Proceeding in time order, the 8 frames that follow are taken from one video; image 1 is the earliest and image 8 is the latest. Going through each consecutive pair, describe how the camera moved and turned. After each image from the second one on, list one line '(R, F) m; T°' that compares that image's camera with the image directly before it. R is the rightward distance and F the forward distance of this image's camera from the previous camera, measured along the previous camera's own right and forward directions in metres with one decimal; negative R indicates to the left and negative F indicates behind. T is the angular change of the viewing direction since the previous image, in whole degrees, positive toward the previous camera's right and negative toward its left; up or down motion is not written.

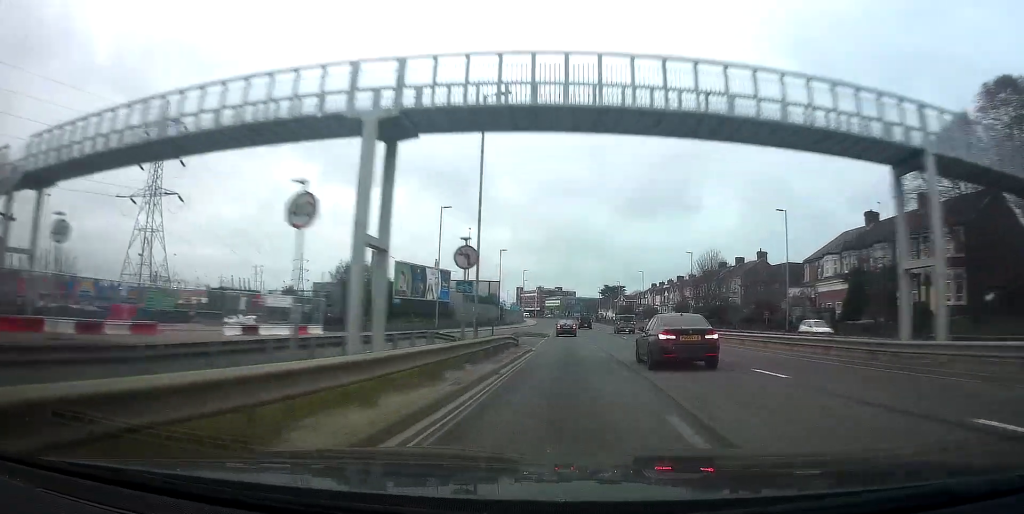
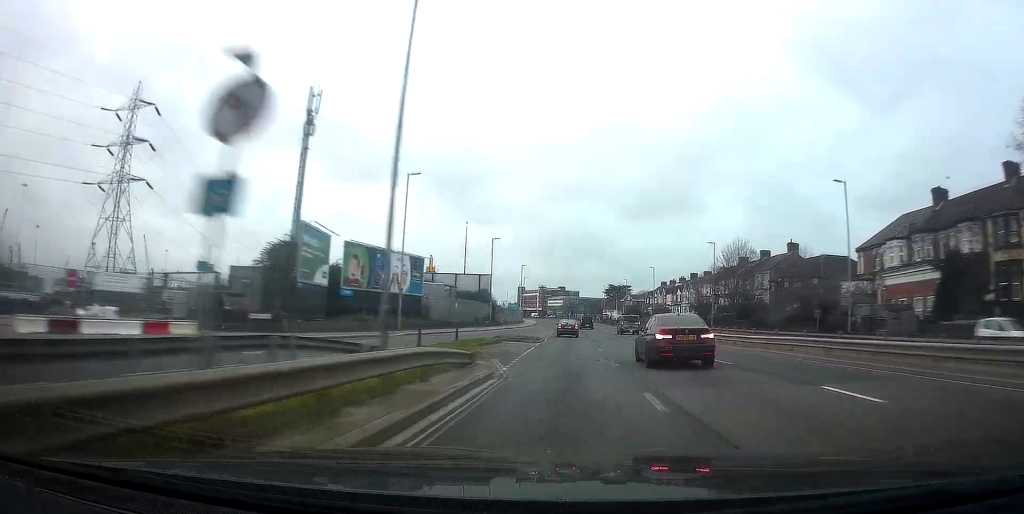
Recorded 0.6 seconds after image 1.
(-0.2, +12.9) m; 0°
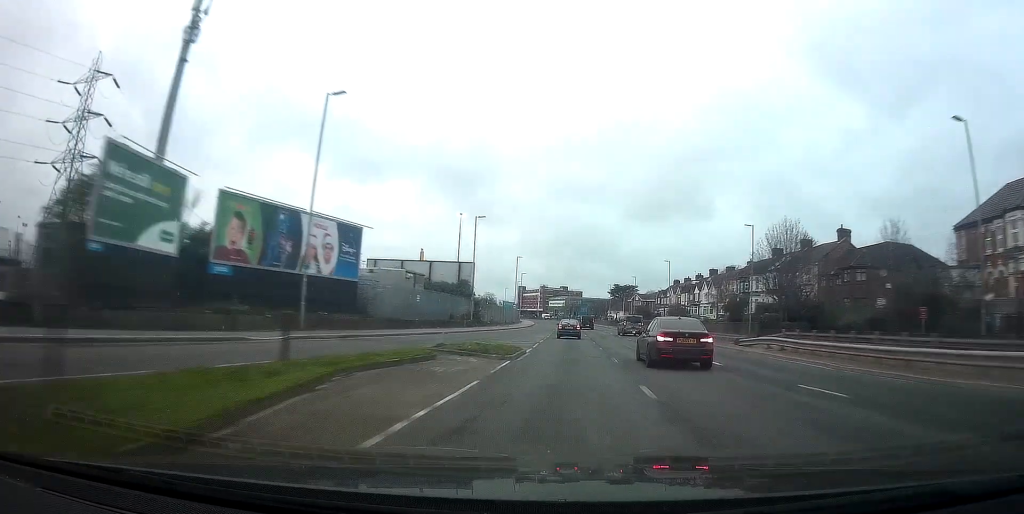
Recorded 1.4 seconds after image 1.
(0.0, +16.4) m; 0°
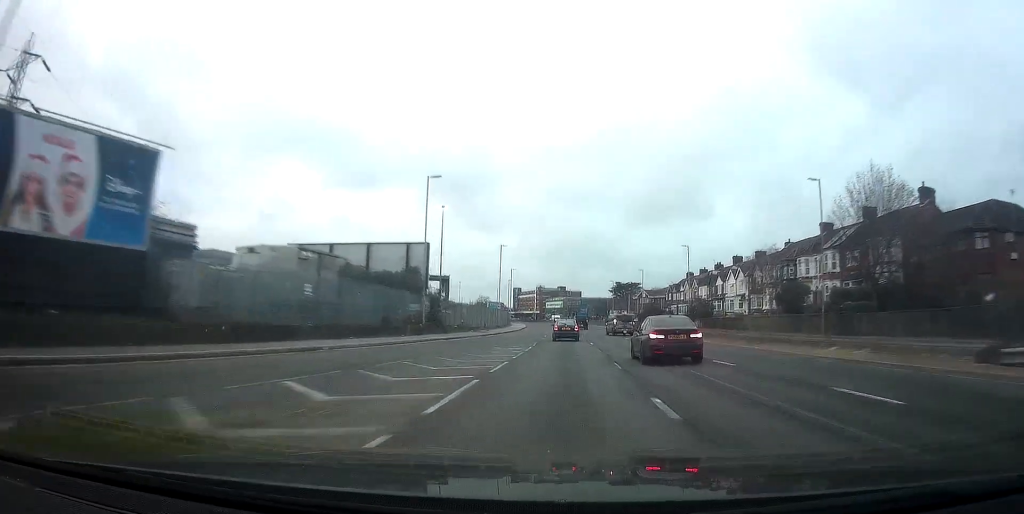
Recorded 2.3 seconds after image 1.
(0.0, +19.5) m; 0°
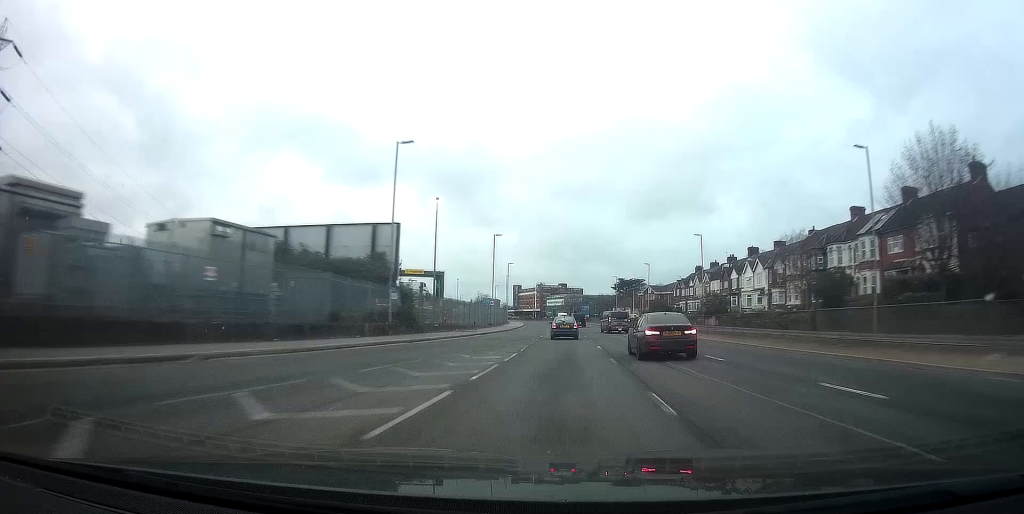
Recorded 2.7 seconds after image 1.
(0.0, +8.3) m; 0°
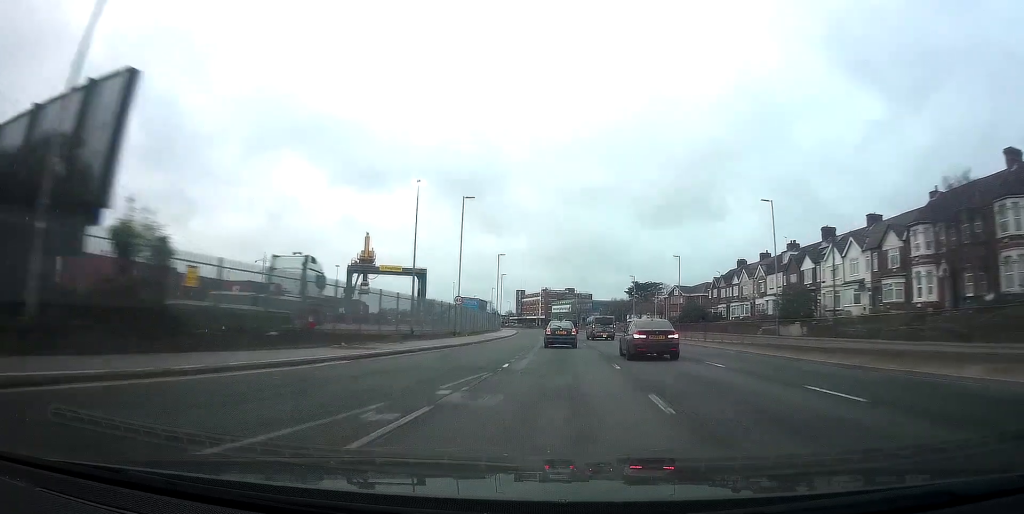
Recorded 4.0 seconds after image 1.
(-0.3, +26.0) m; -1°
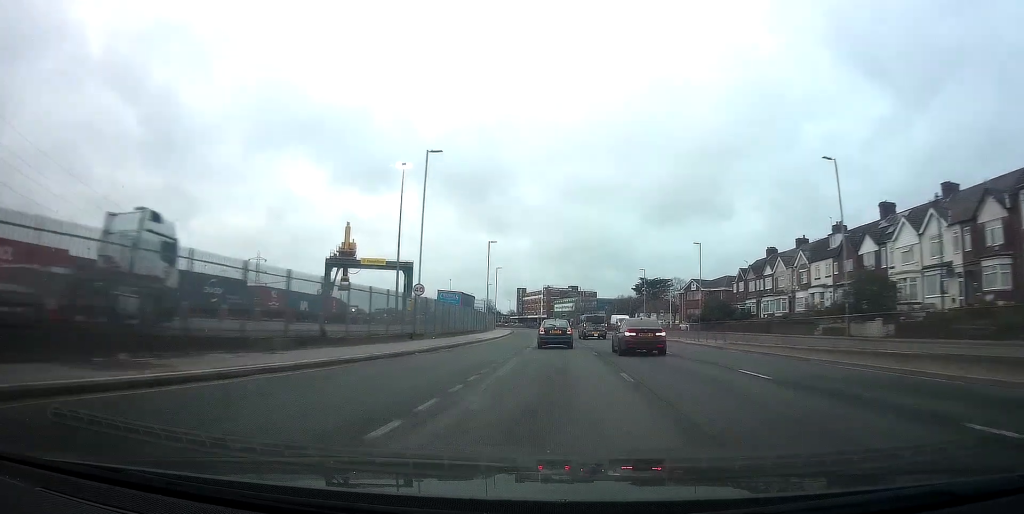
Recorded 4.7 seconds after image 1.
(-0.2, +13.5) m; 0°
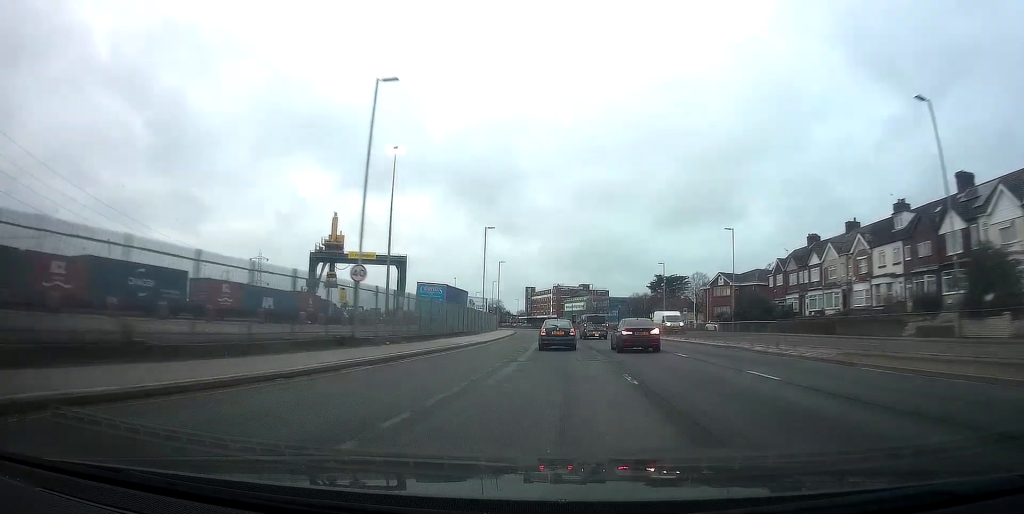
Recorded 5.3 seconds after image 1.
(+0.2, +12.0) m; 0°
